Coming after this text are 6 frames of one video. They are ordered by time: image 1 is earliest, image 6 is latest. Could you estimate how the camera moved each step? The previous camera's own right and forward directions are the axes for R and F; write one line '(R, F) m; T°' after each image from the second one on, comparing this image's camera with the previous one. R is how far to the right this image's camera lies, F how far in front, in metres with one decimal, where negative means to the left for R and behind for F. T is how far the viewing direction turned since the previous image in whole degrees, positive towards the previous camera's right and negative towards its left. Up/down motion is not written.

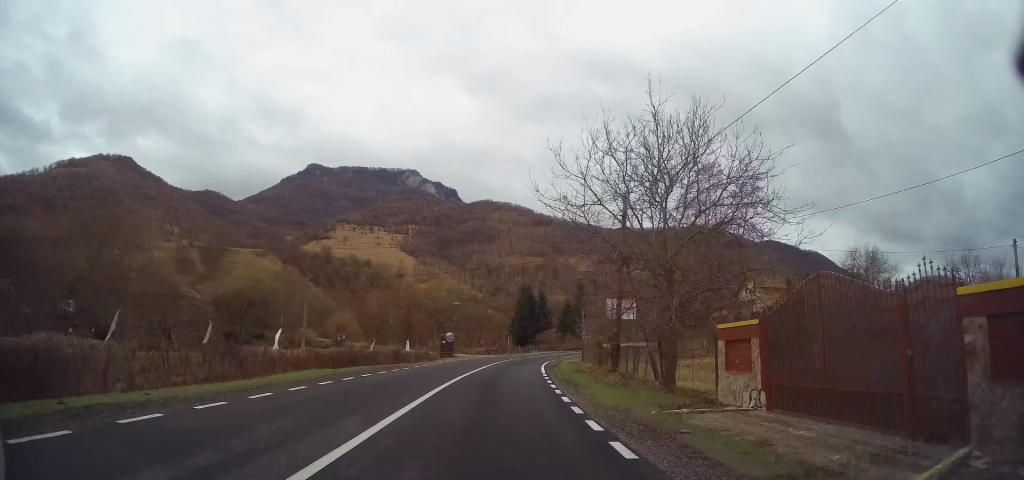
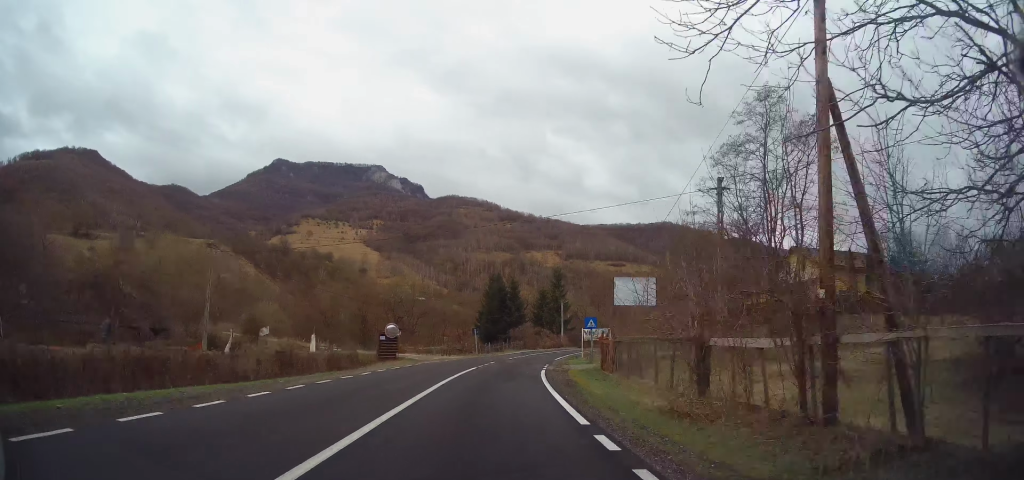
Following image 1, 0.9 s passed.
(+0.5, +16.0) m; +3°
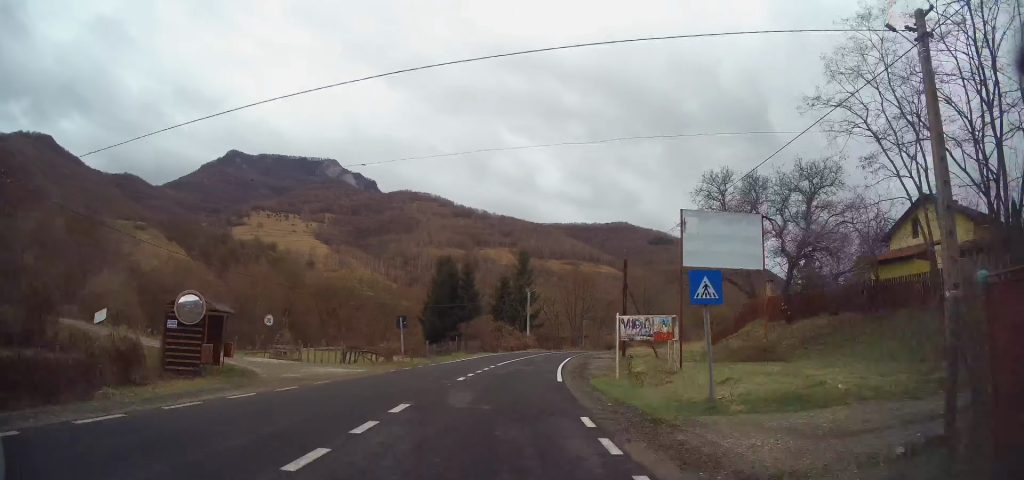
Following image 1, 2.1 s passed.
(+0.8, +21.0) m; +6°
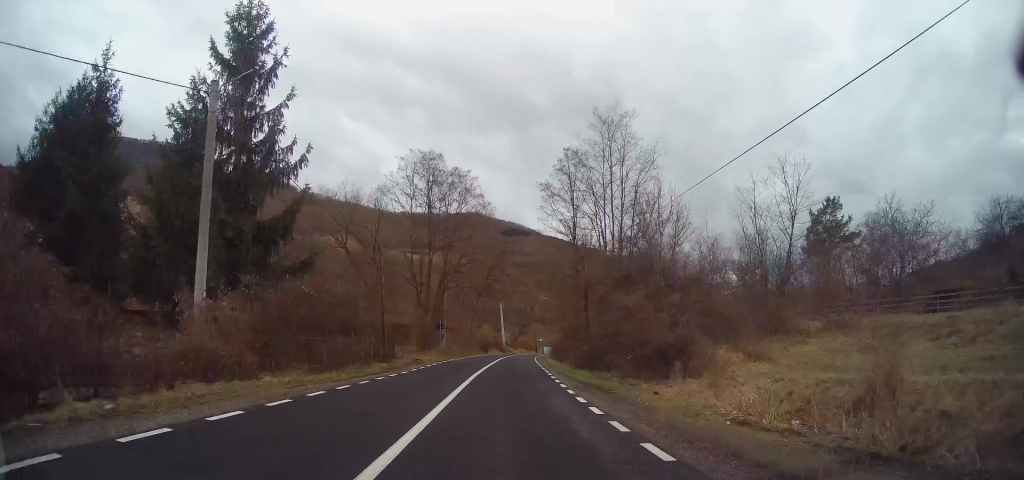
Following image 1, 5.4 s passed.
(+8.7, +58.3) m; +15°
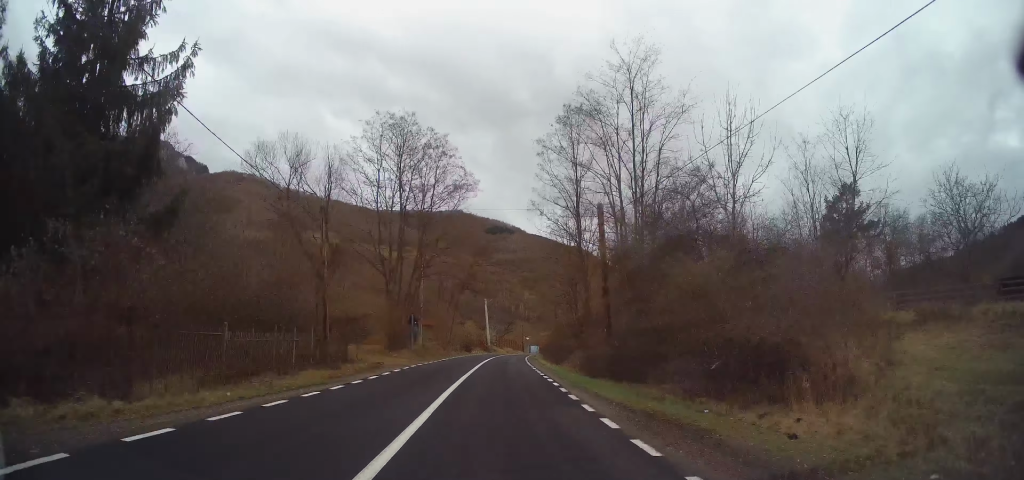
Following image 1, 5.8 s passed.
(+0.1, +7.7) m; +1°
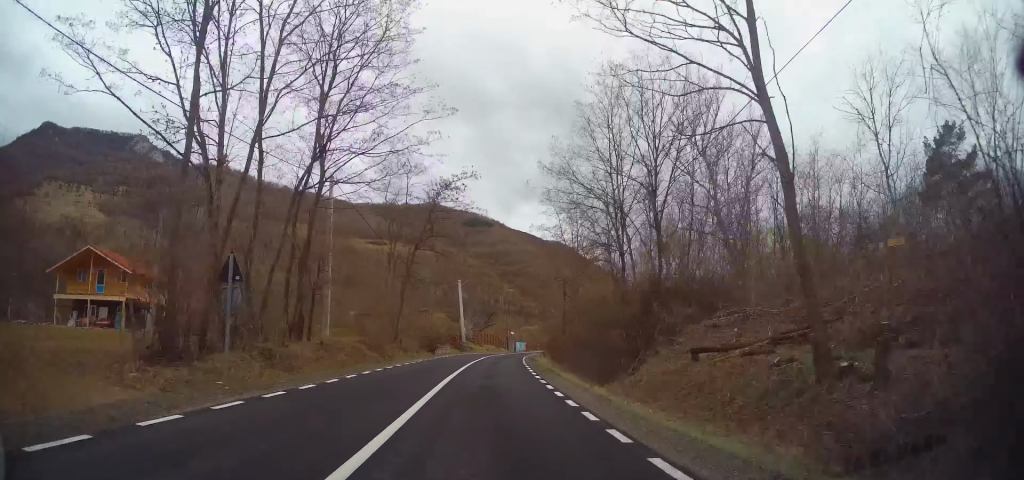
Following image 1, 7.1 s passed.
(+1.0, +23.2) m; +5°
